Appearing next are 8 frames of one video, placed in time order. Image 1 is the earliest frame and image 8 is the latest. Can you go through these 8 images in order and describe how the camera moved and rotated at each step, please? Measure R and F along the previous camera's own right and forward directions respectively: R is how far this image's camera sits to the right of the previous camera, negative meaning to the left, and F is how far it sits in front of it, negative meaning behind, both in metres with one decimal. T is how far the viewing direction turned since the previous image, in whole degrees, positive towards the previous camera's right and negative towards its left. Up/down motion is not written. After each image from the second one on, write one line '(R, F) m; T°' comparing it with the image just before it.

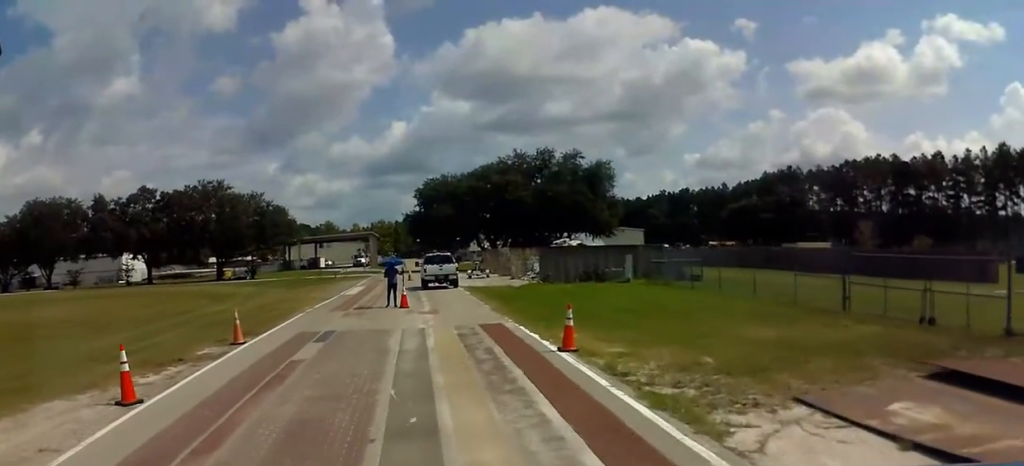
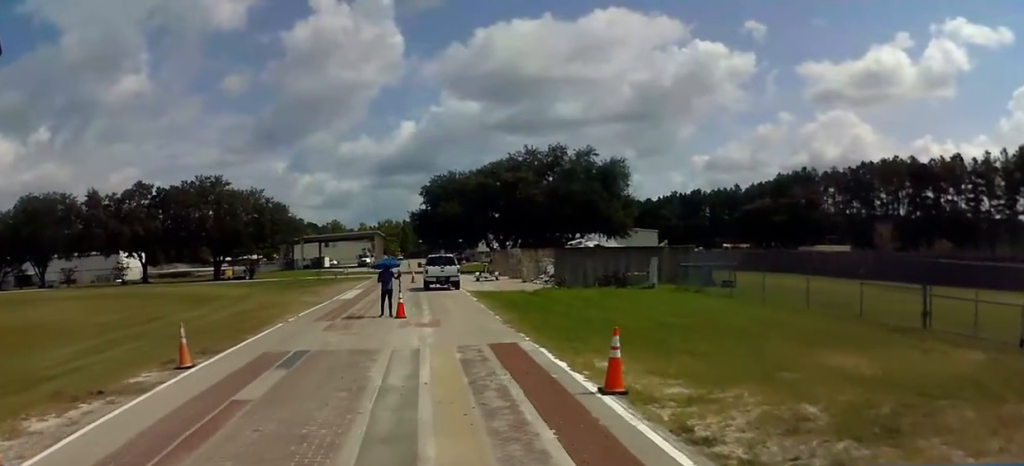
(0.0, +3.9) m; 0°
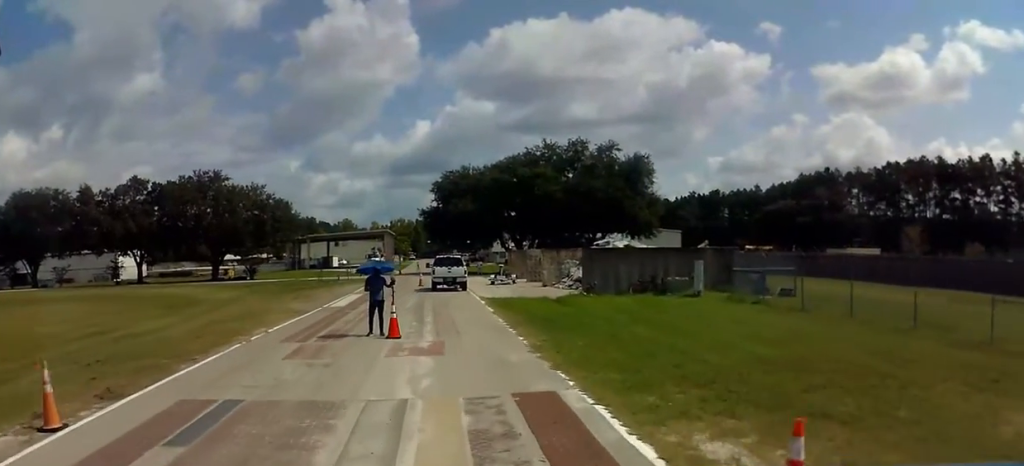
(0.0, +5.4) m; -2°
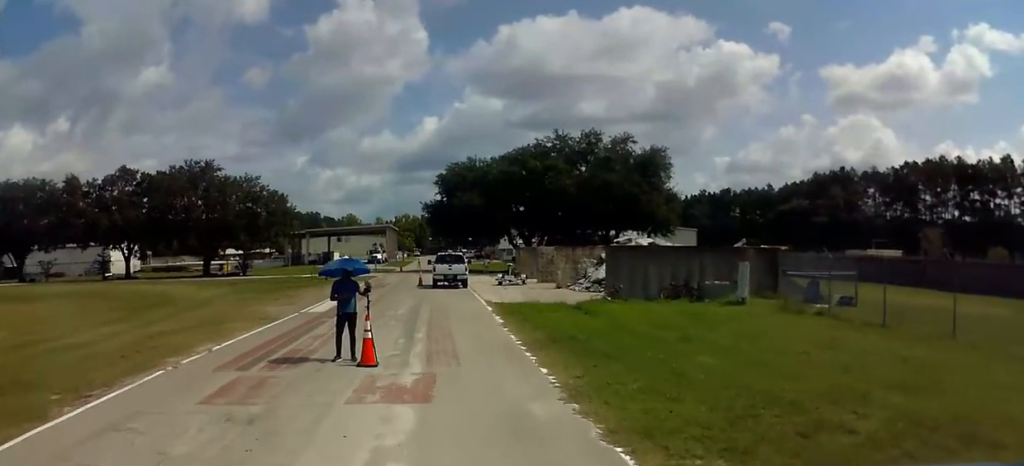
(-0.2, +4.7) m; -2°
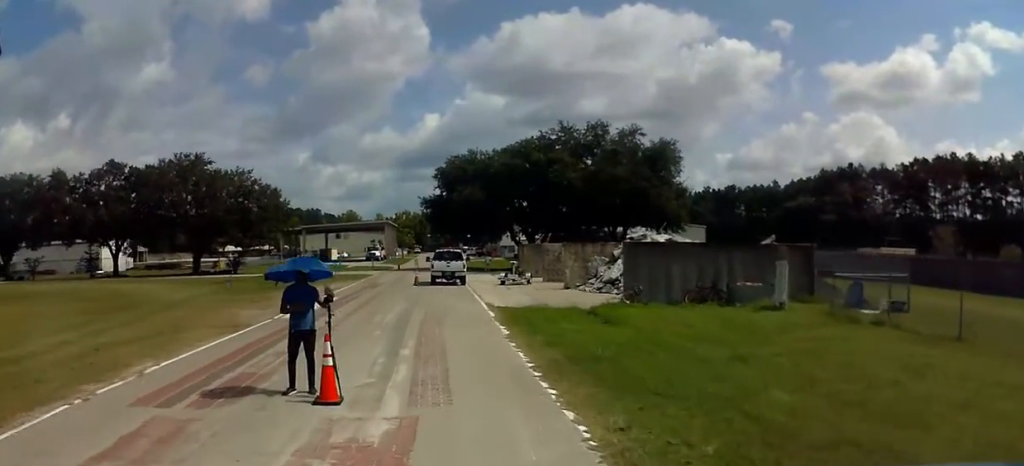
(-0.1, +3.3) m; -1°
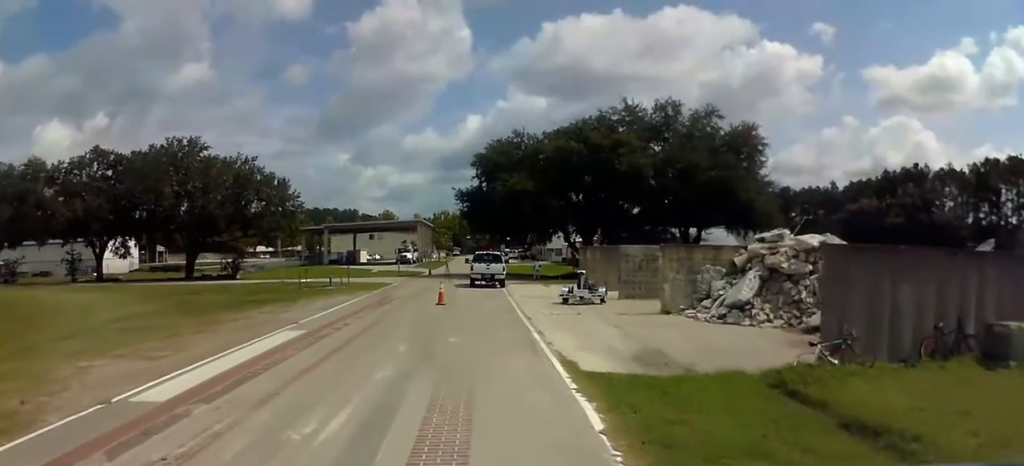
(0.0, +12.8) m; -1°
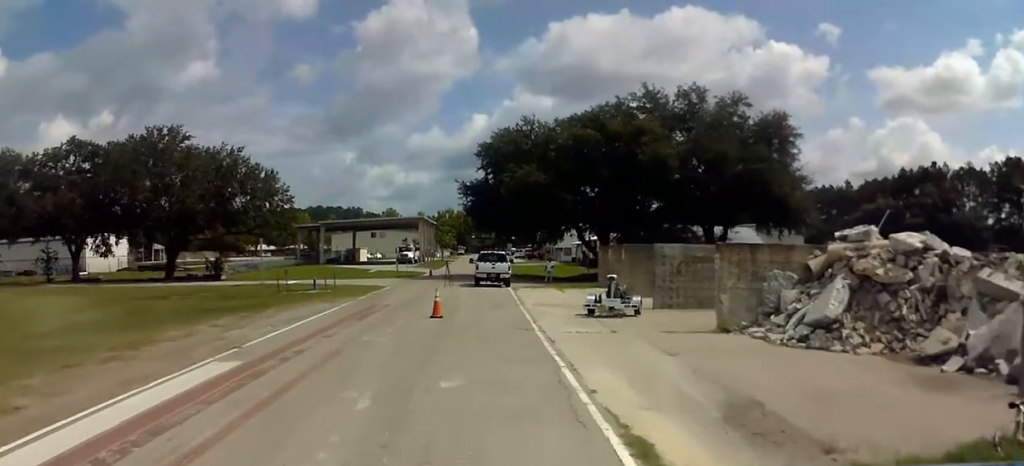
(-0.1, +5.7) m; -1°
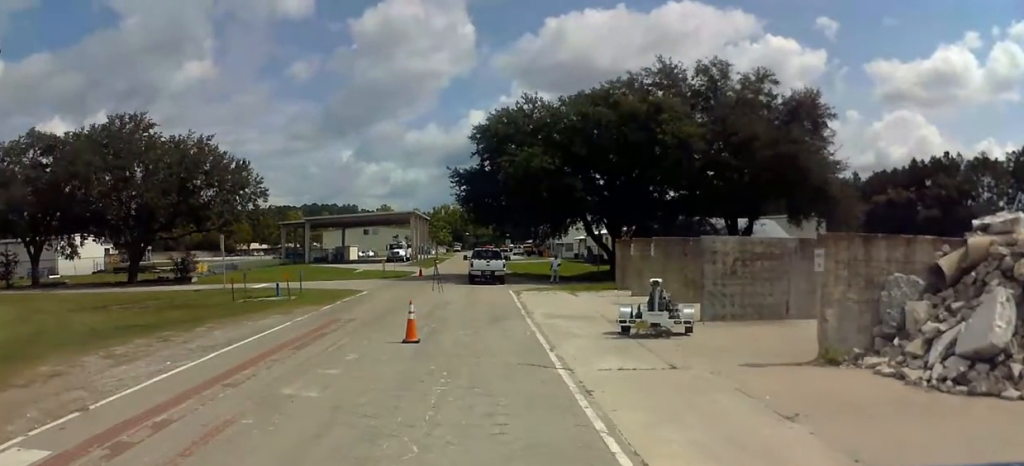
(-0.1, +10.3) m; 0°
